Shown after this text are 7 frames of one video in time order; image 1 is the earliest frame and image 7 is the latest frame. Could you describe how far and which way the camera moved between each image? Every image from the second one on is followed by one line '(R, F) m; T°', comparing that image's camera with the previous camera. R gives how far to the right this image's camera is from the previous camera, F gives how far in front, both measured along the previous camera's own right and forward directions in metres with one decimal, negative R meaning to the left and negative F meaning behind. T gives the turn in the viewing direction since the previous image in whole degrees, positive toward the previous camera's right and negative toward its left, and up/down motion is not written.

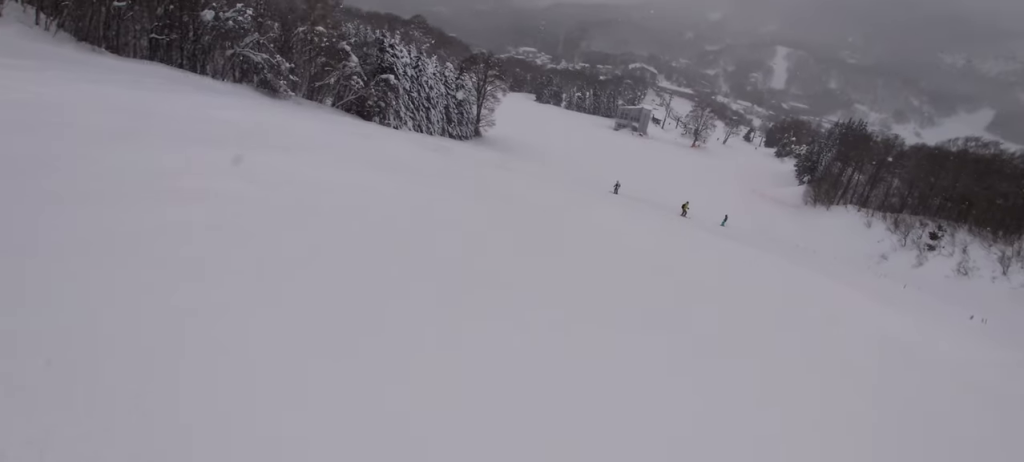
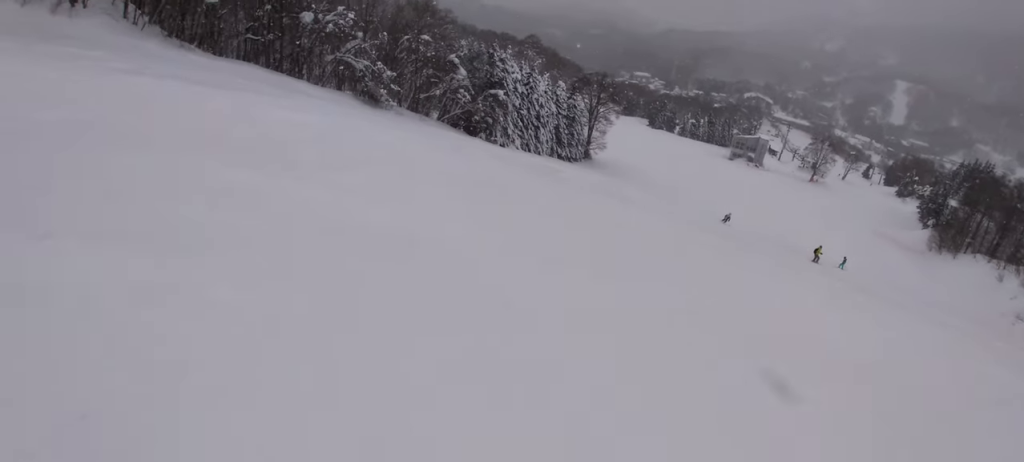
(-0.8, +4.3) m; -23°
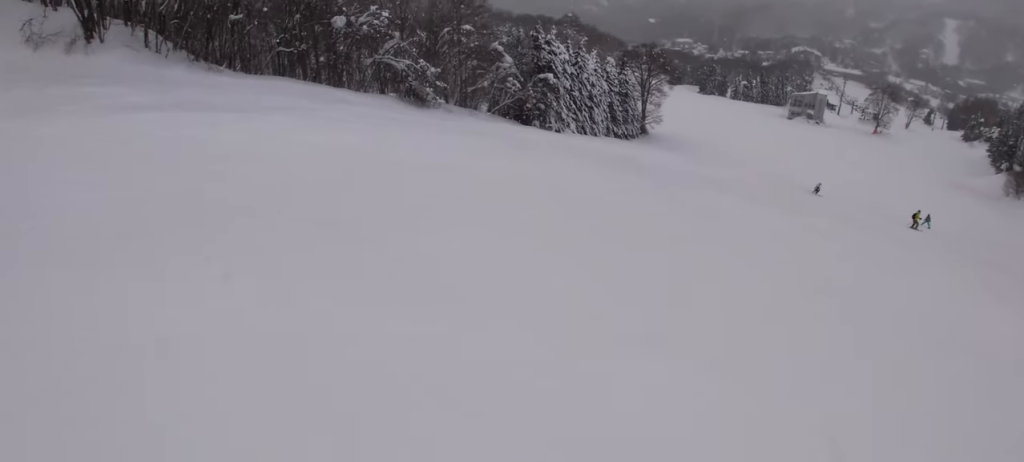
(-1.1, +3.1) m; +3°
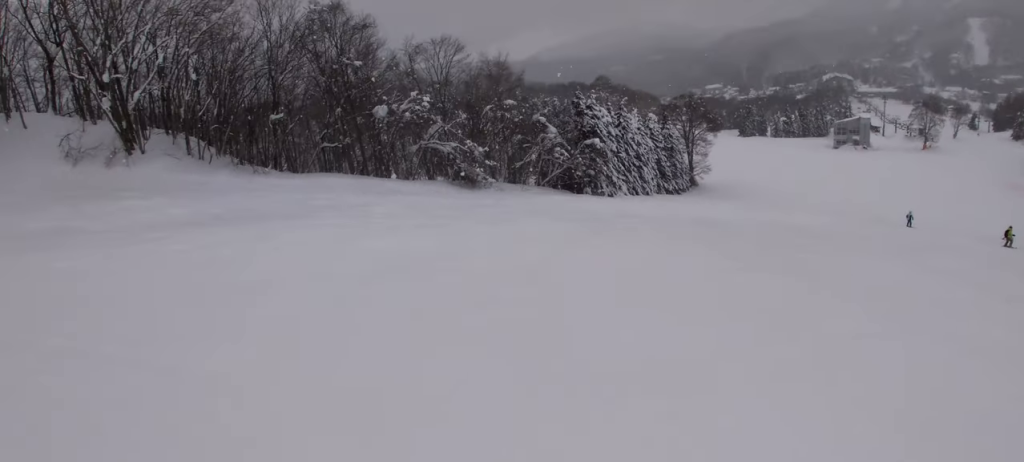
(0.0, +2.3) m; +16°
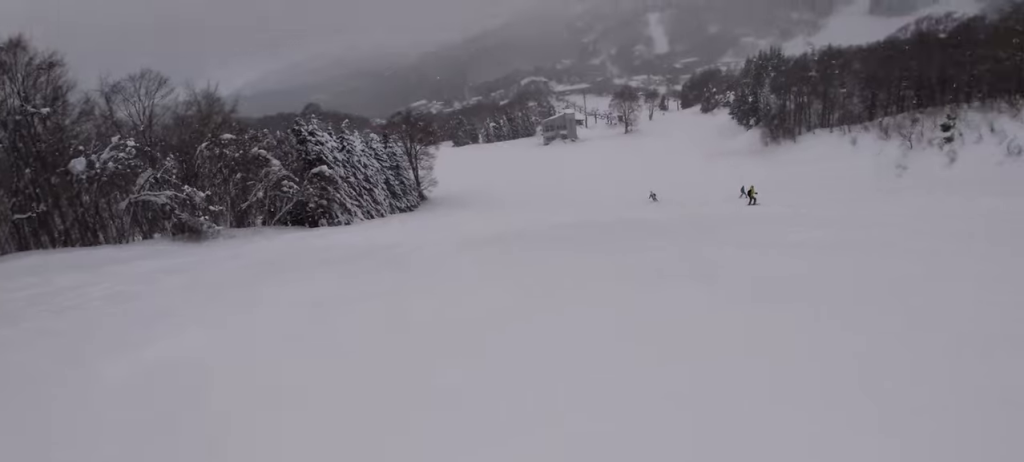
(+1.0, +3.1) m; +44°
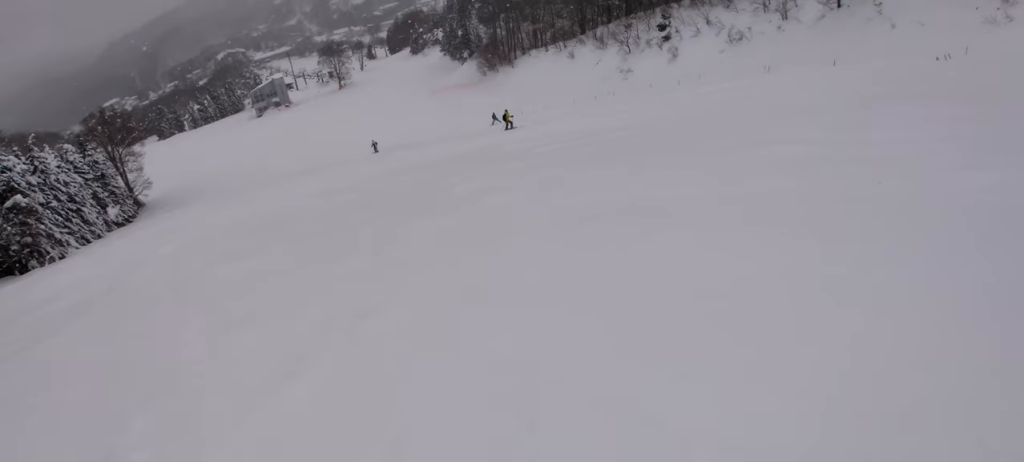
(+1.5, +3.2) m; +27°
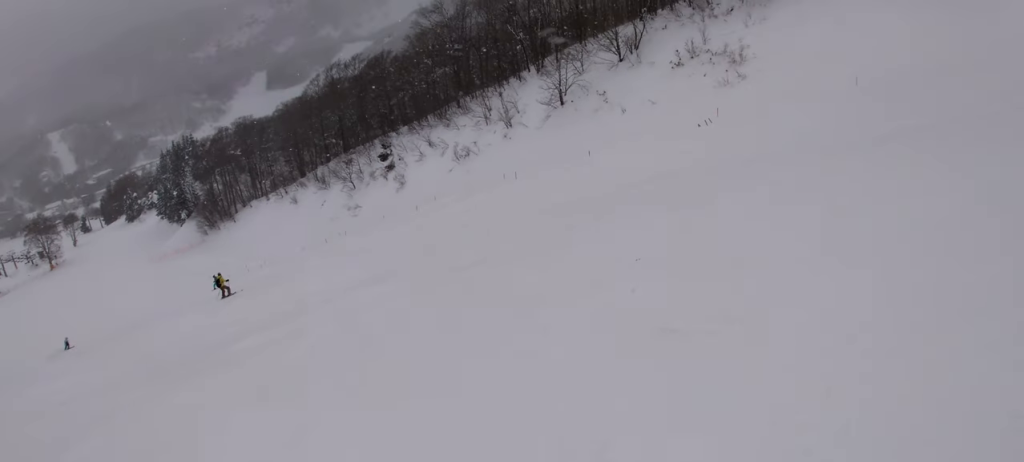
(+1.0, +6.4) m; +6°
